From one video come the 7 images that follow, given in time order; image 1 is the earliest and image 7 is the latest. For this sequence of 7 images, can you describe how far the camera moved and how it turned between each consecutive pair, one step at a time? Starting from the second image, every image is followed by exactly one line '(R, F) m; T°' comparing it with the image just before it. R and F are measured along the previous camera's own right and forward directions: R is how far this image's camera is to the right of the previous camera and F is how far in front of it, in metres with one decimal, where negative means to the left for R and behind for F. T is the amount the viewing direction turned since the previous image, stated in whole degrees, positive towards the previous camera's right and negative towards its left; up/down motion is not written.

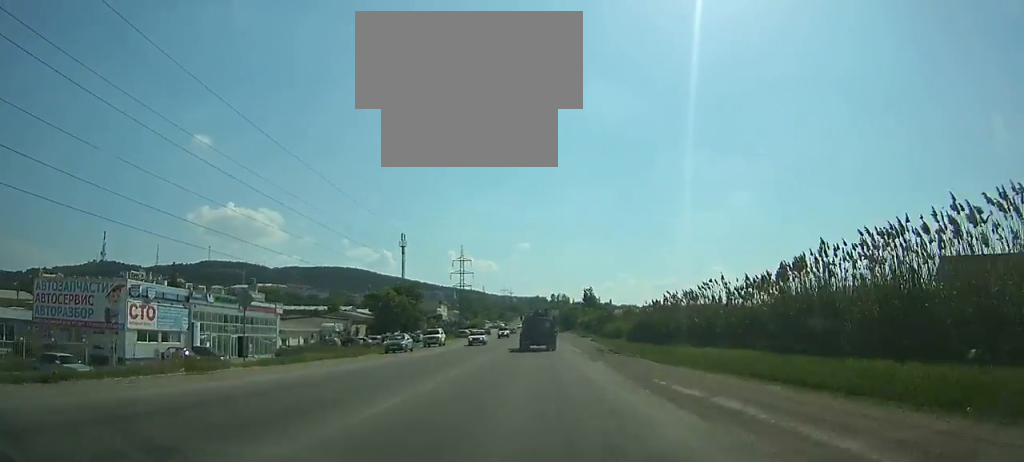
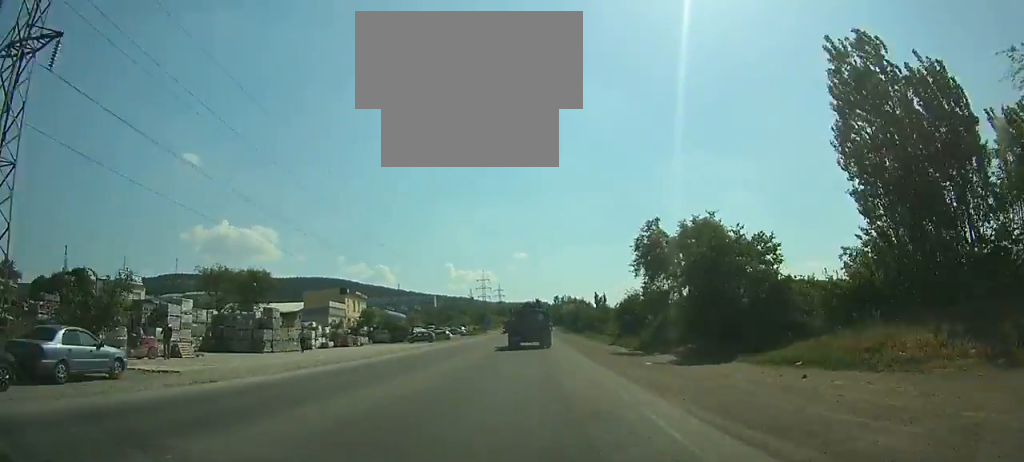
(-0.6, +123.2) m; -1°
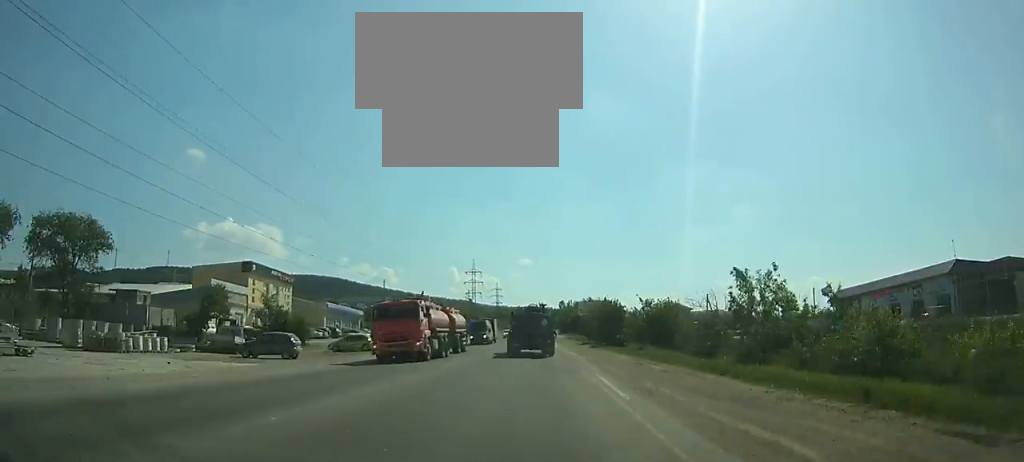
(0.0, +43.6) m; 0°
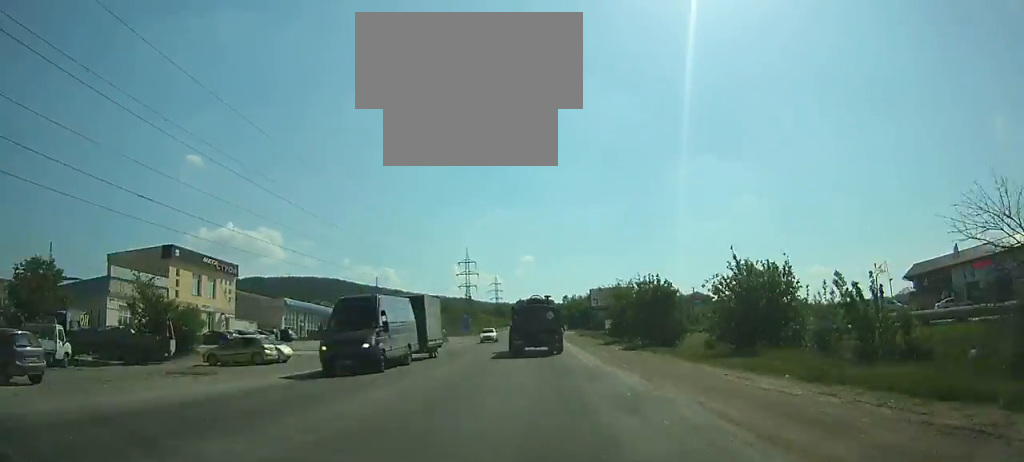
(0.0, +17.9) m; 0°
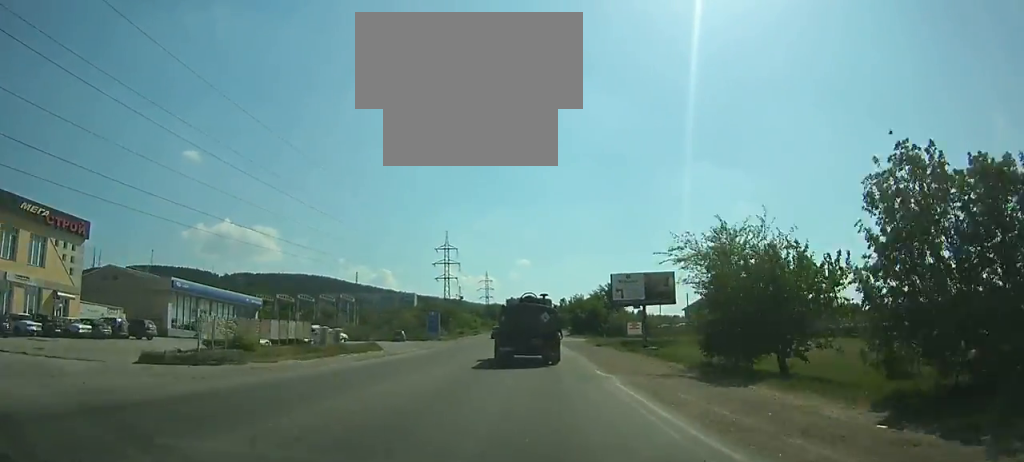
(-0.1, +27.0) m; 0°
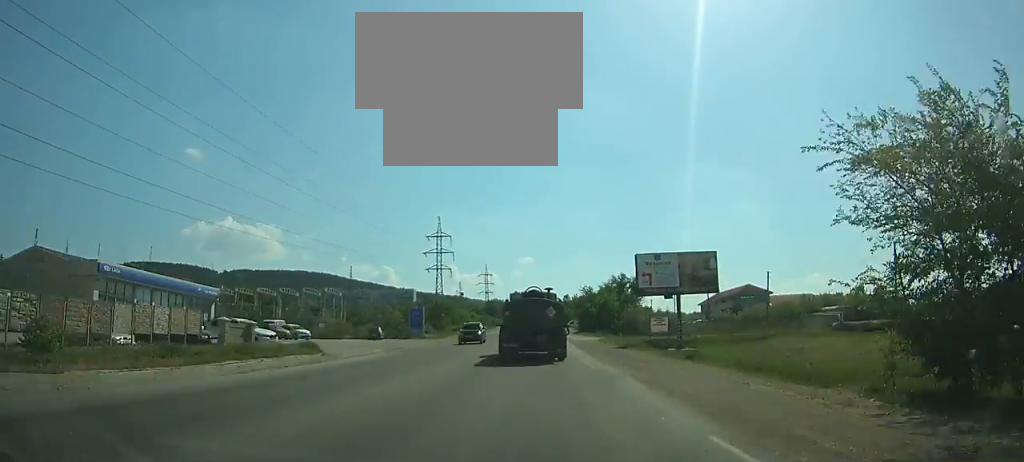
(-0.1, +12.9) m; 0°
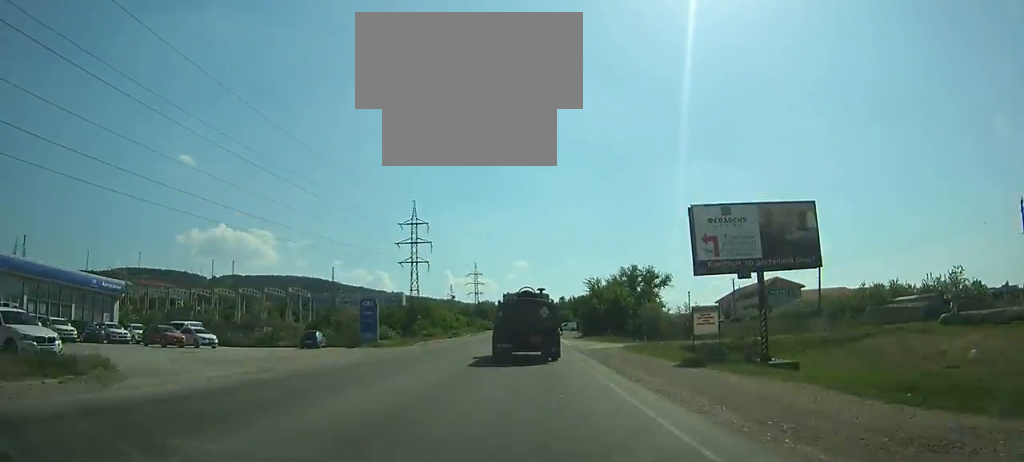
(0.0, +19.0) m; 0°
